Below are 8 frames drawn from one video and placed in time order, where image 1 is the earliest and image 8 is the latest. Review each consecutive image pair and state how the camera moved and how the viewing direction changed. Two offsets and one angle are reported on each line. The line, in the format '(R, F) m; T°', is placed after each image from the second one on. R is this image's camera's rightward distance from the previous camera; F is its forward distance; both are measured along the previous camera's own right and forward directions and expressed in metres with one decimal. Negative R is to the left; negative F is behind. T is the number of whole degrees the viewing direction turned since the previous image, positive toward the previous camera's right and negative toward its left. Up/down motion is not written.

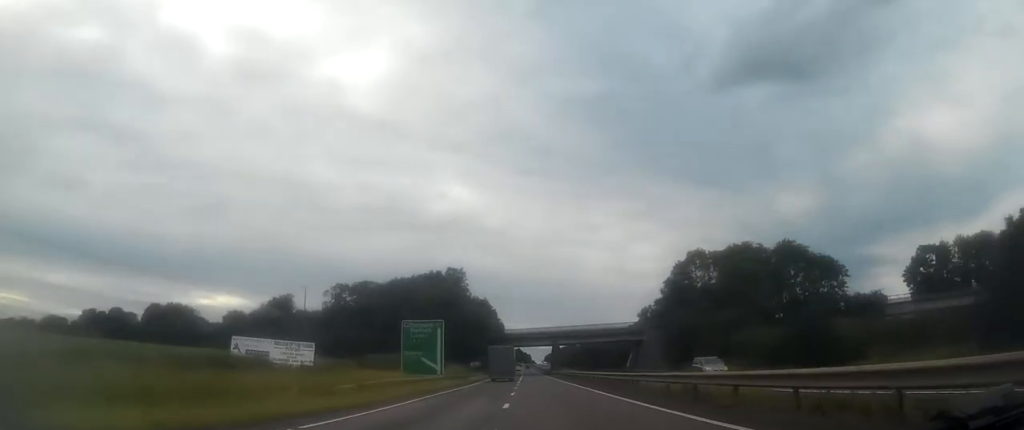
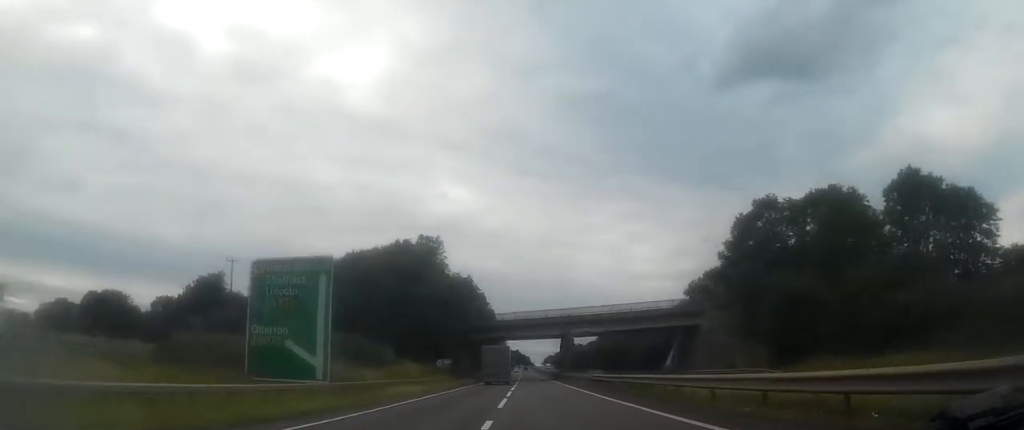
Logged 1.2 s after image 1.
(+0.1, +34.1) m; 0°
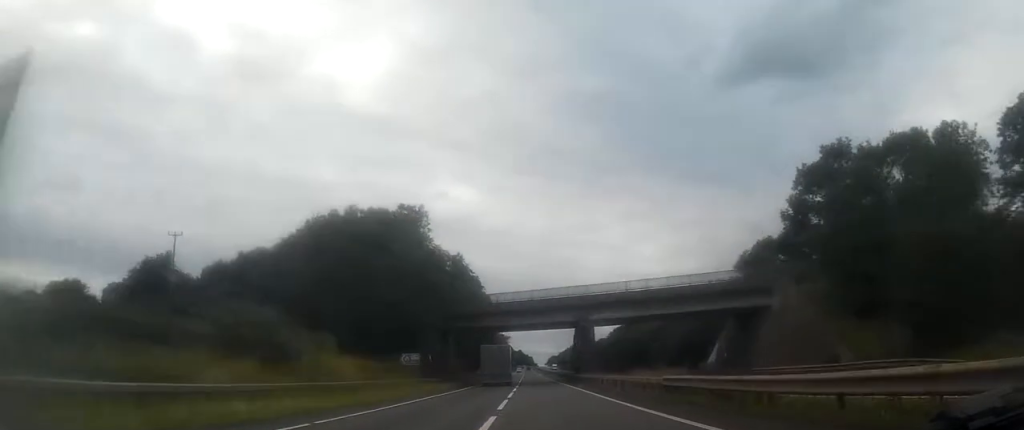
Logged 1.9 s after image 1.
(0.0, +18.9) m; 0°
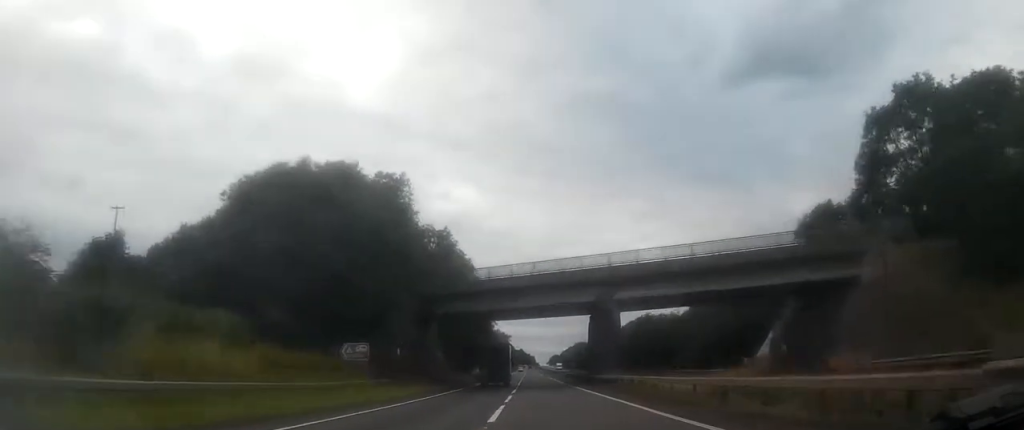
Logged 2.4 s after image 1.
(0.0, +14.1) m; 0°
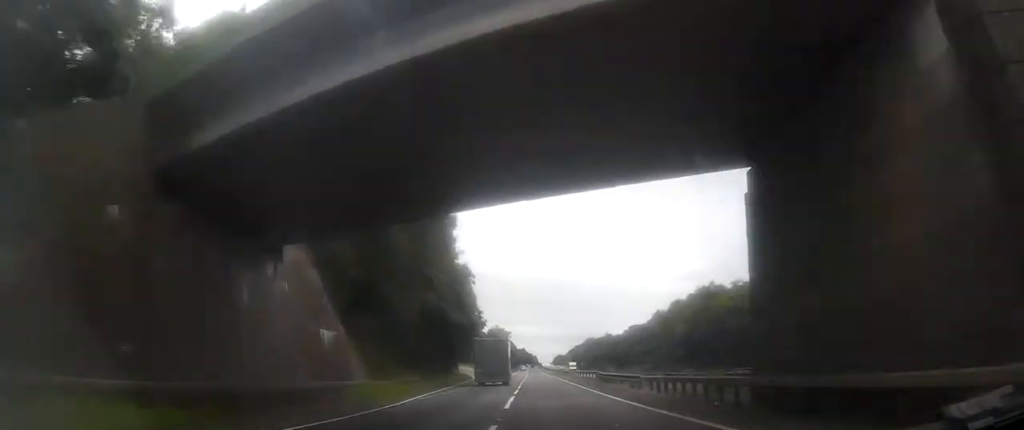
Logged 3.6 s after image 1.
(-0.2, +34.7) m; -1°
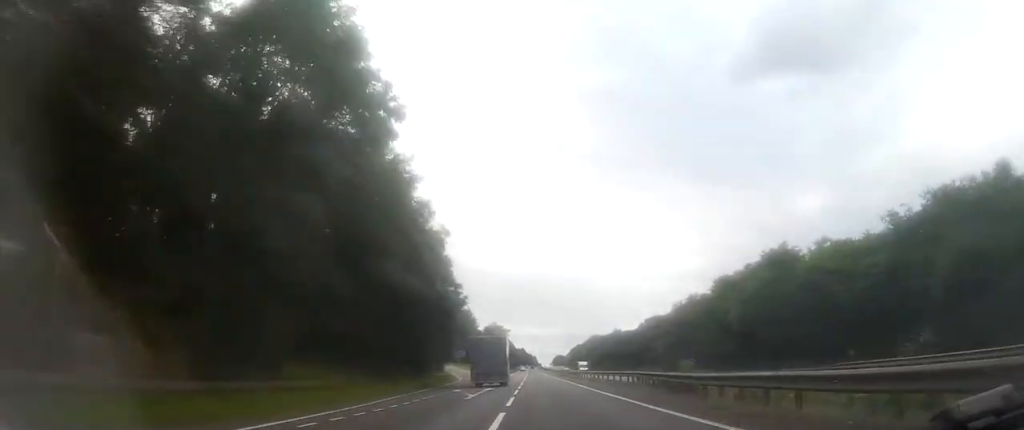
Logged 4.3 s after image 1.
(0.0, +19.6) m; 0°
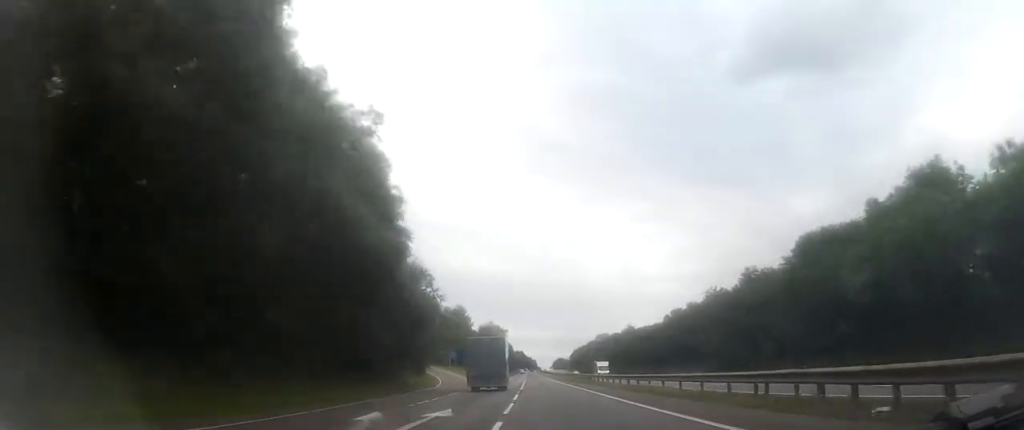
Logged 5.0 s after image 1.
(0.0, +20.4) m; 0°
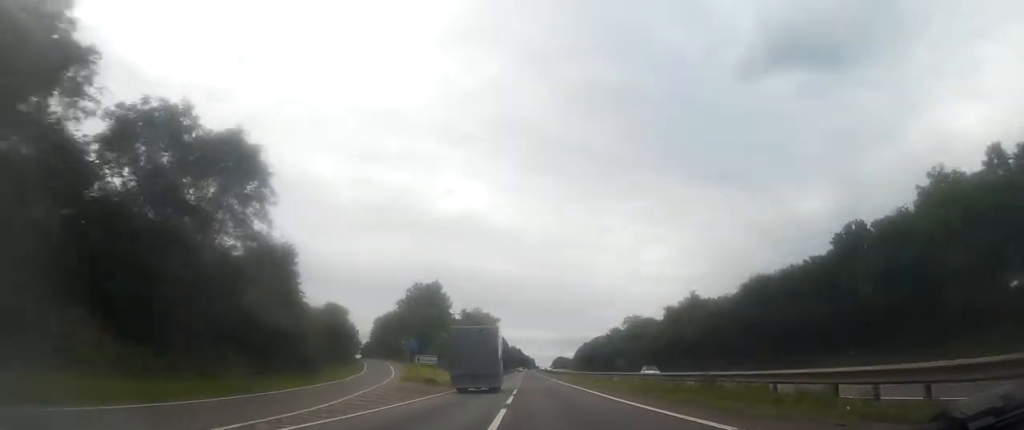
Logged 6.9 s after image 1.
(0.0, +52.8) m; 0°
